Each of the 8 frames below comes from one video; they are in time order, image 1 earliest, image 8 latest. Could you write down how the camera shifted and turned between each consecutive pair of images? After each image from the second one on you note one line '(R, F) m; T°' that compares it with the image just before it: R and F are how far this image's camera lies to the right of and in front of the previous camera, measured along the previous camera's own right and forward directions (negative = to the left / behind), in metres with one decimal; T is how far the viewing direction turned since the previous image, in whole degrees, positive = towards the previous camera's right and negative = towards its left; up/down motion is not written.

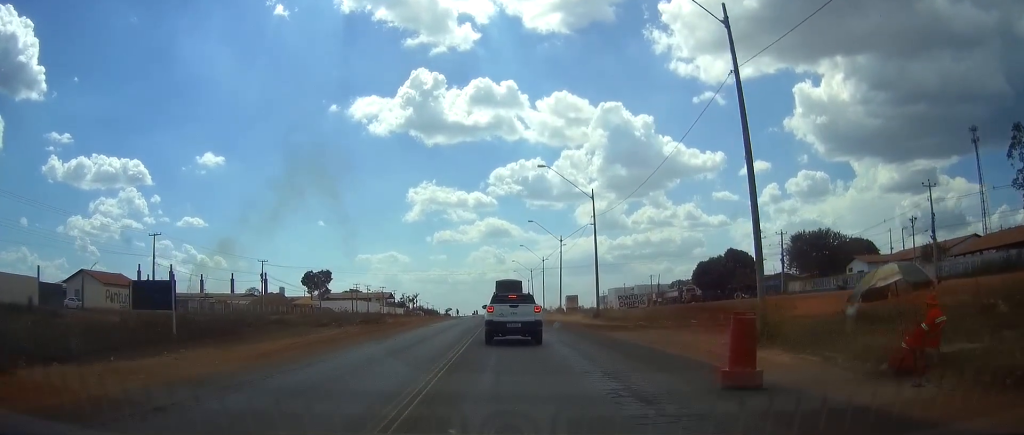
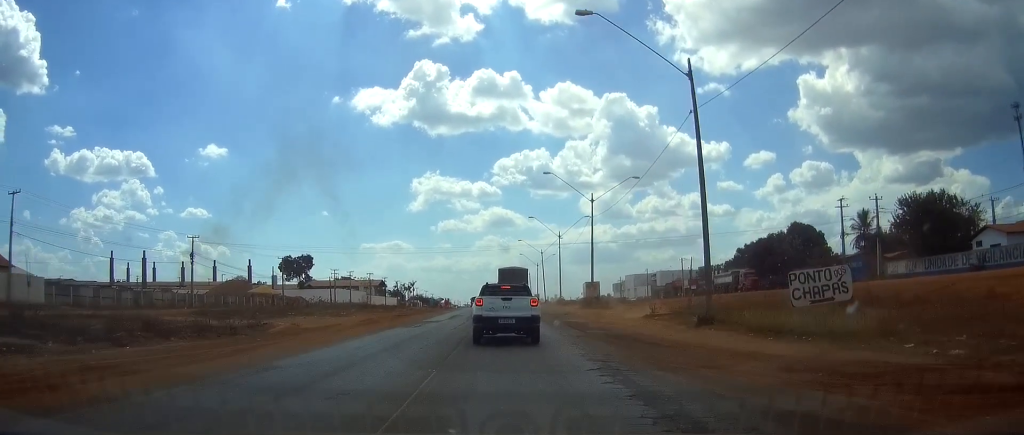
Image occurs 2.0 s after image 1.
(0.0, +30.1) m; 0°
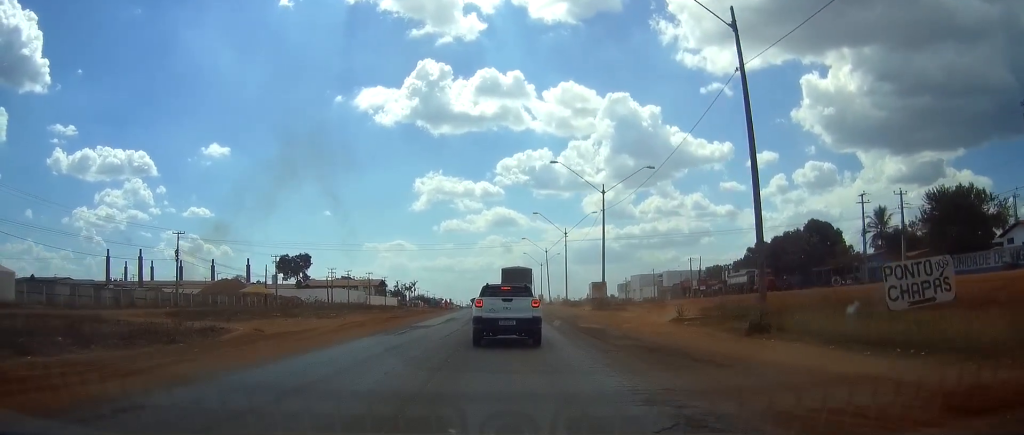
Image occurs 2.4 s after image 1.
(0.0, +5.5) m; 0°
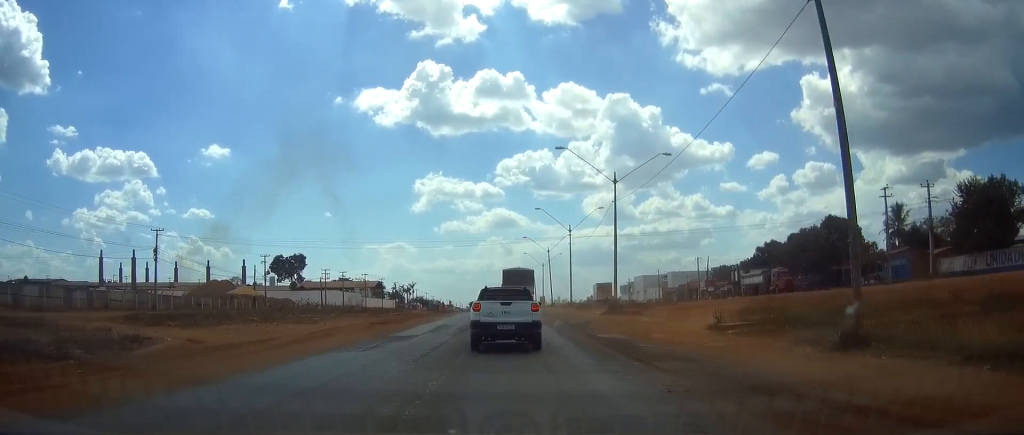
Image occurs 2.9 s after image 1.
(+0.1, +6.1) m; 0°
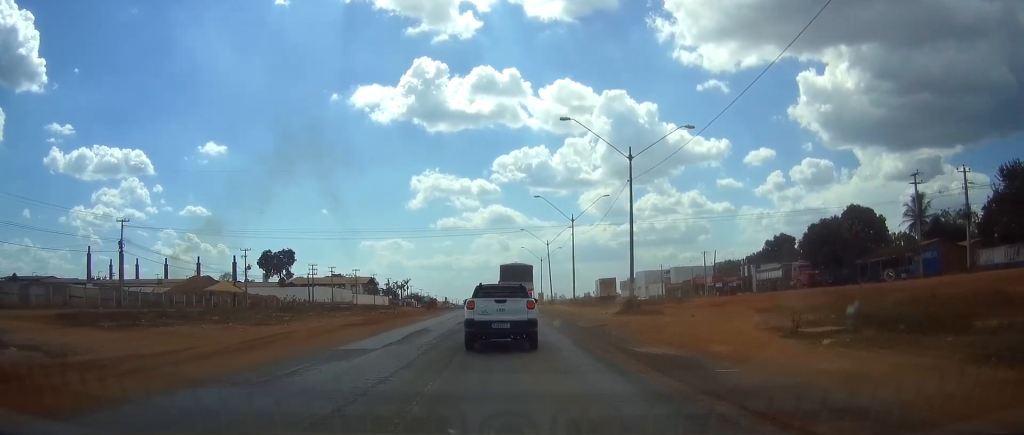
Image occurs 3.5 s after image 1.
(0.0, +7.8) m; 0°
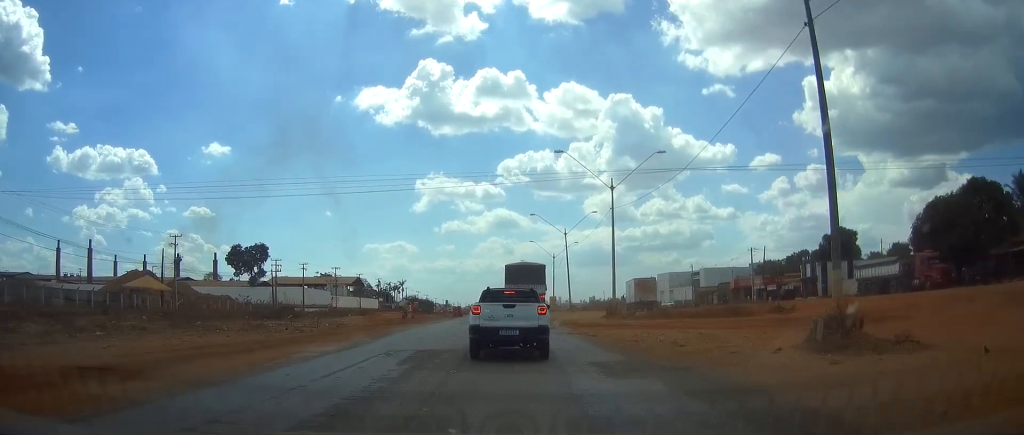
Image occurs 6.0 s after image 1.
(-0.3, +25.5) m; -1°
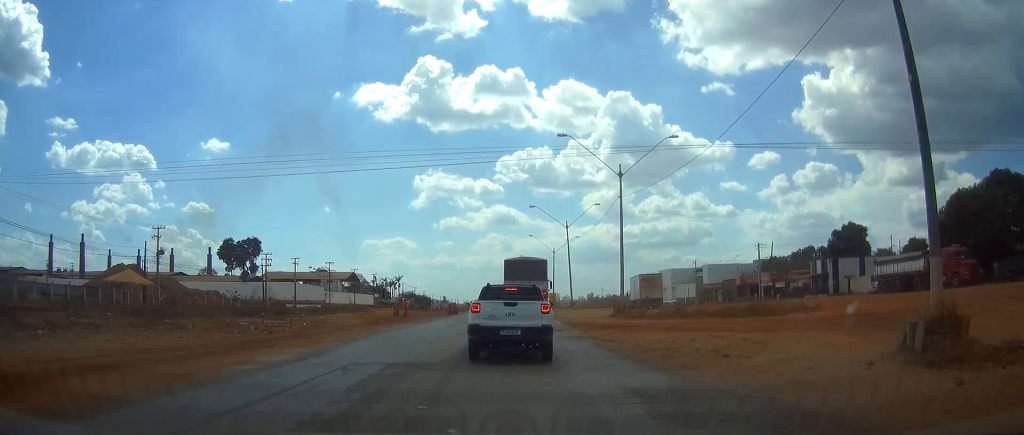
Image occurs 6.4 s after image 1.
(0.0, +4.2) m; 0°
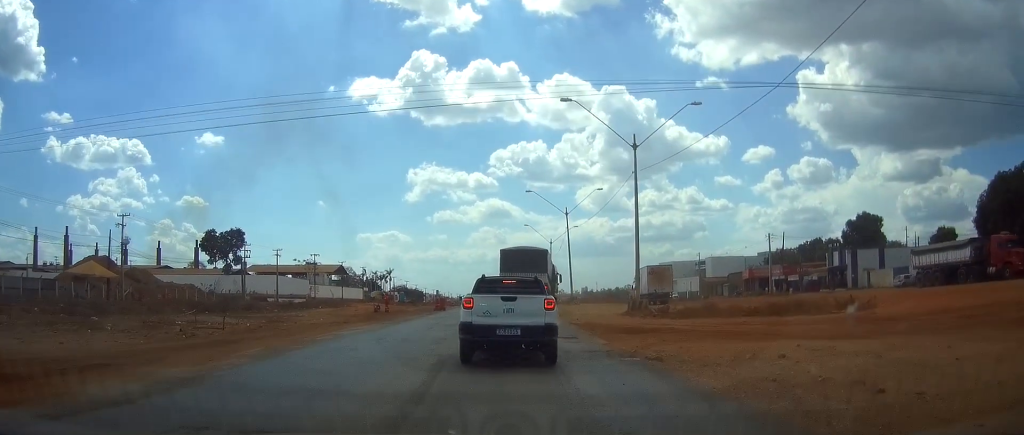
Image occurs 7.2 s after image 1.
(+0.1, +7.2) m; 0°
